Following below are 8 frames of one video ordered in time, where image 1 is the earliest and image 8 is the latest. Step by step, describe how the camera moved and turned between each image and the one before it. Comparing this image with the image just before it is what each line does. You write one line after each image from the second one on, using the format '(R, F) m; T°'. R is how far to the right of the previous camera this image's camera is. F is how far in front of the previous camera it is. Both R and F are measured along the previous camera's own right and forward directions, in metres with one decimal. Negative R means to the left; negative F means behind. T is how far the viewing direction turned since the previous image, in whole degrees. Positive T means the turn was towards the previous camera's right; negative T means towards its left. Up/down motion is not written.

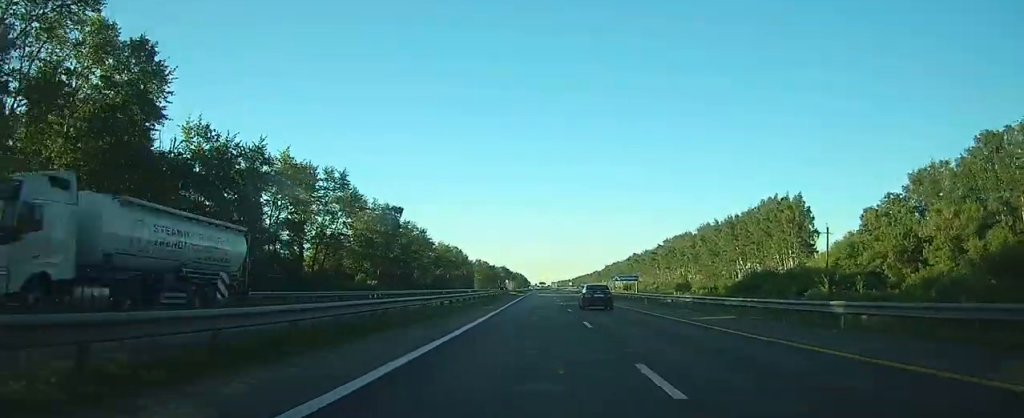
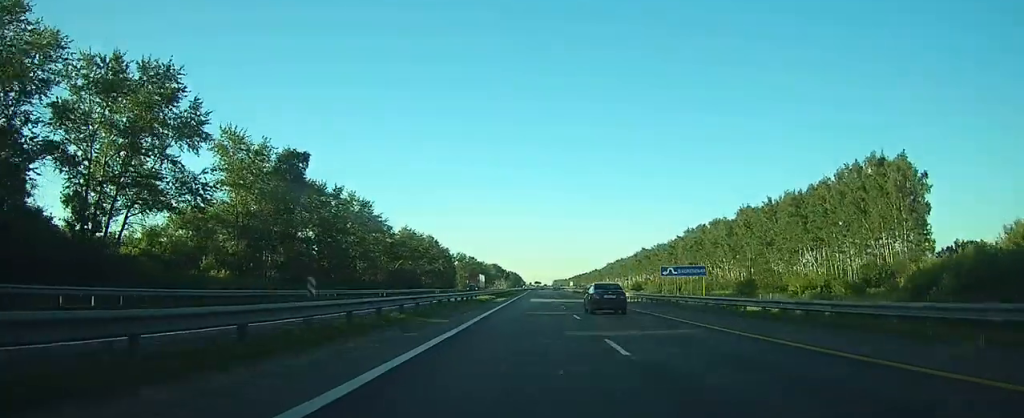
(+0.1, +44.3) m; 0°
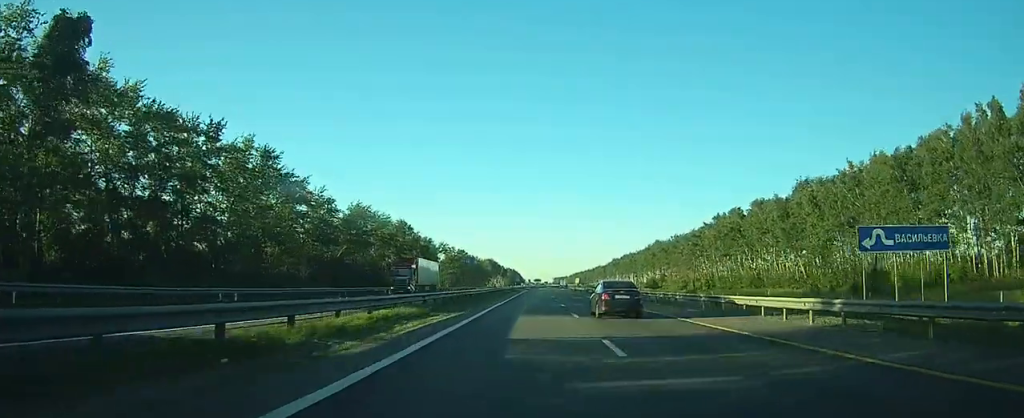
(-0.1, +36.9) m; 0°
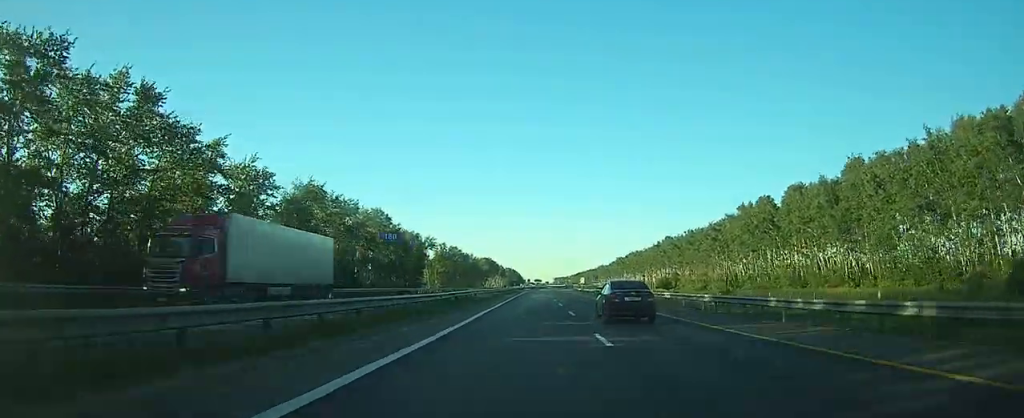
(0.0, +22.4) m; 0°
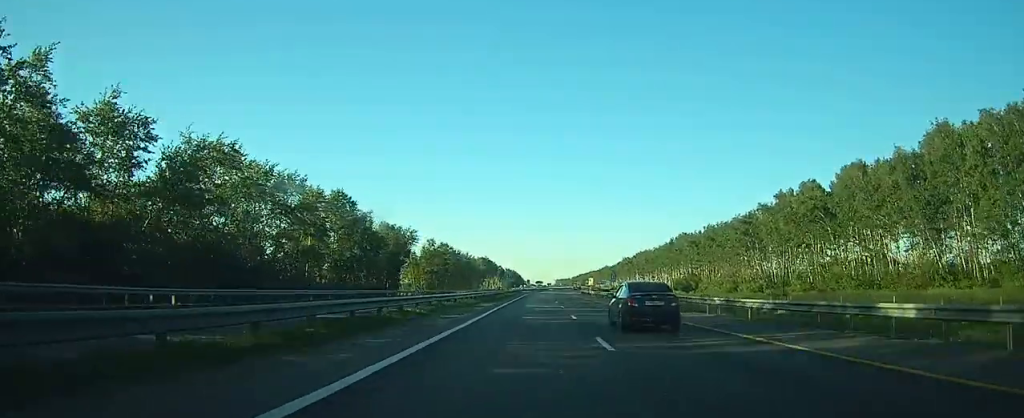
(0.0, +24.9) m; 0°
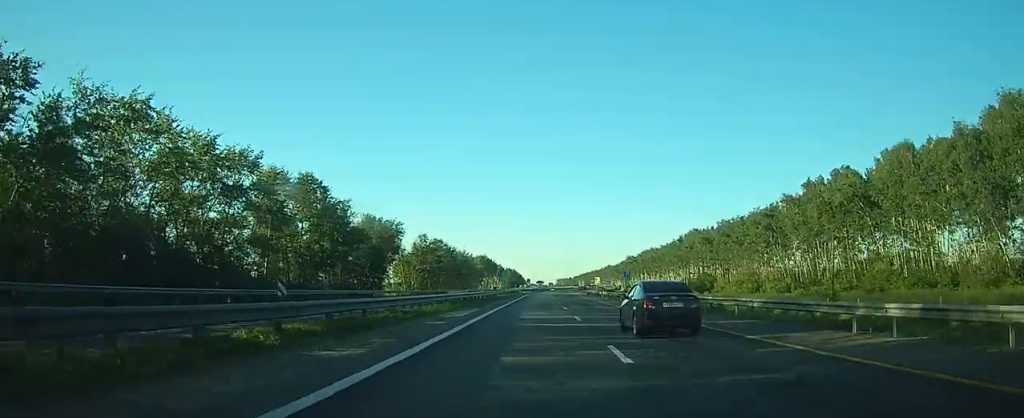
(0.0, +14.2) m; 0°
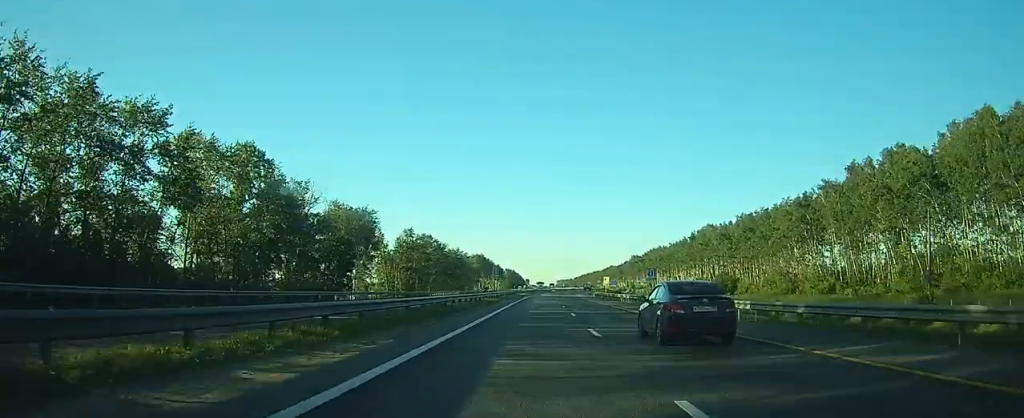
(0.0, +18.5) m; 0°
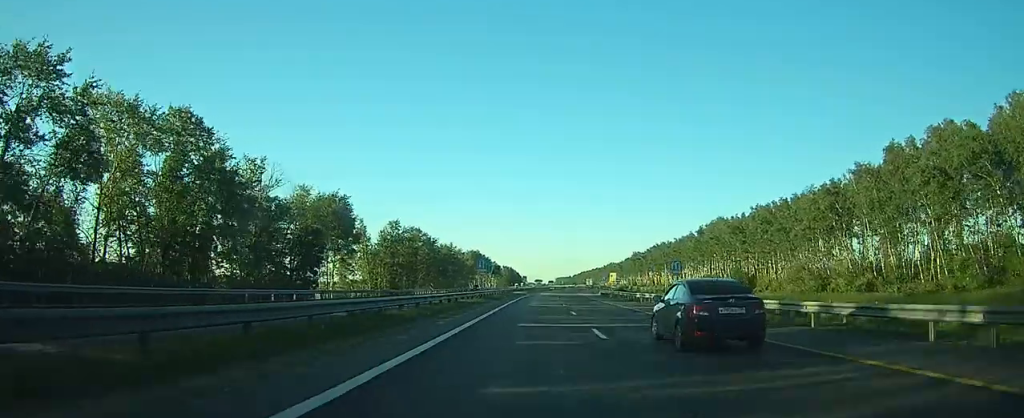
(0.0, +13.1) m; 0°
